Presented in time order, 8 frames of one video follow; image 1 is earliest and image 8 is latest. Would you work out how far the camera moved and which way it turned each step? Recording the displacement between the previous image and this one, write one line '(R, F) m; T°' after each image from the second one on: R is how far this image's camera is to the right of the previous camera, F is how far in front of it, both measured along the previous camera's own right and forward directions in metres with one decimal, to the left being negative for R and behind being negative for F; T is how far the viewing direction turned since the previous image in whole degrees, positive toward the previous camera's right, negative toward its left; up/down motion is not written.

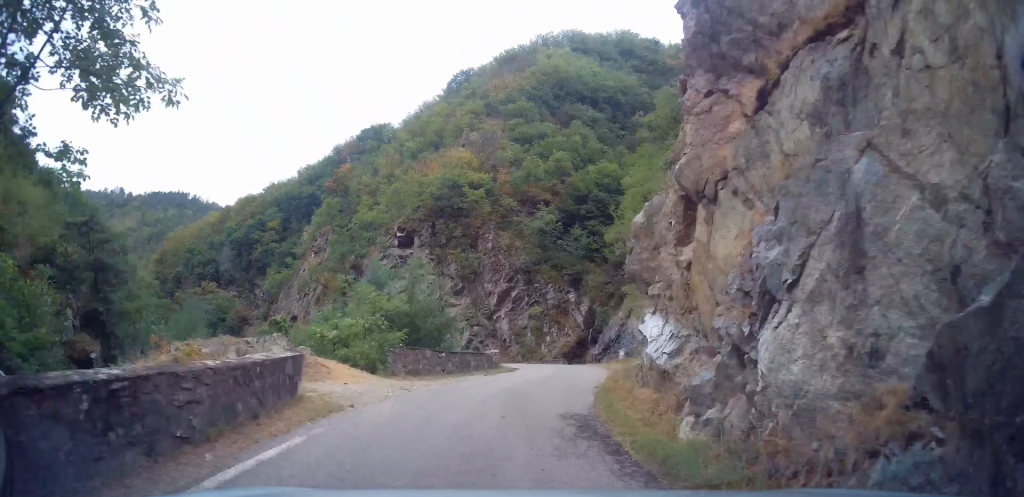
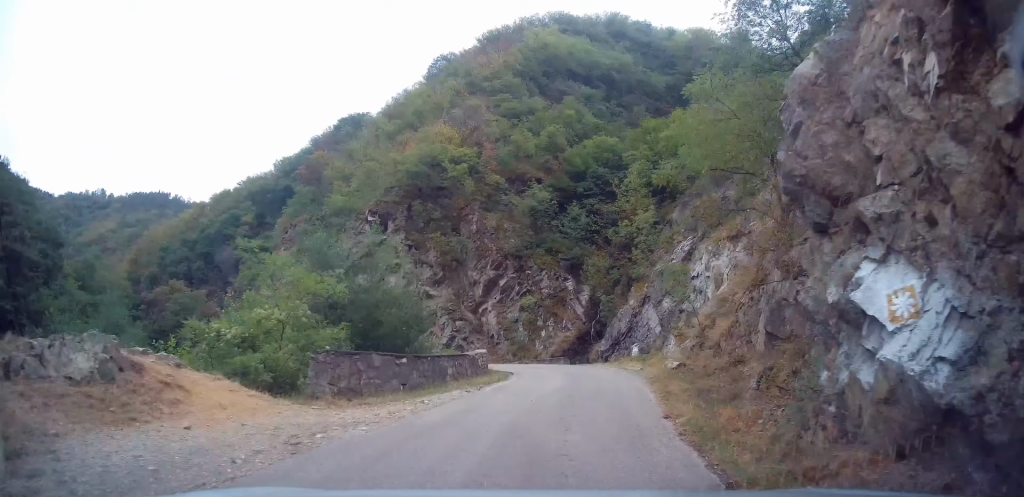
(-0.4, +5.8) m; +1°
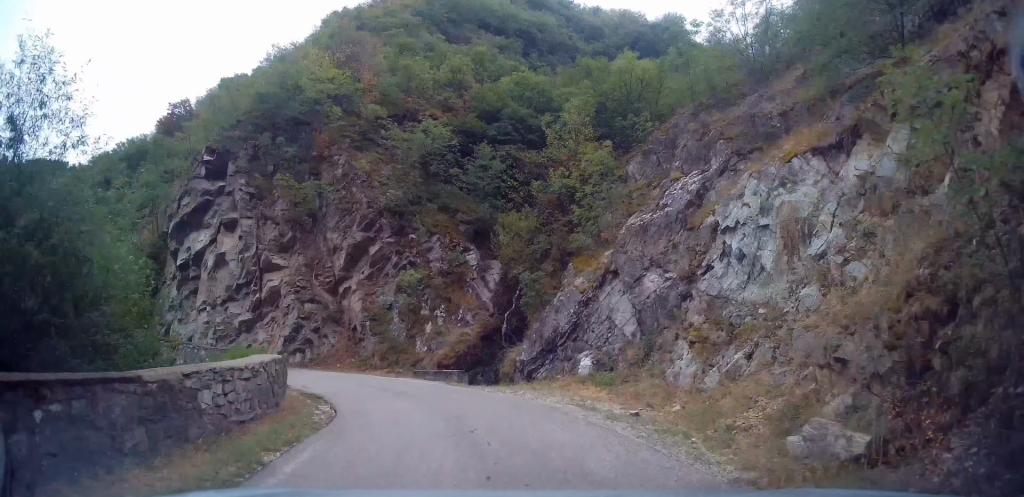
(+0.6, +12.2) m; +3°
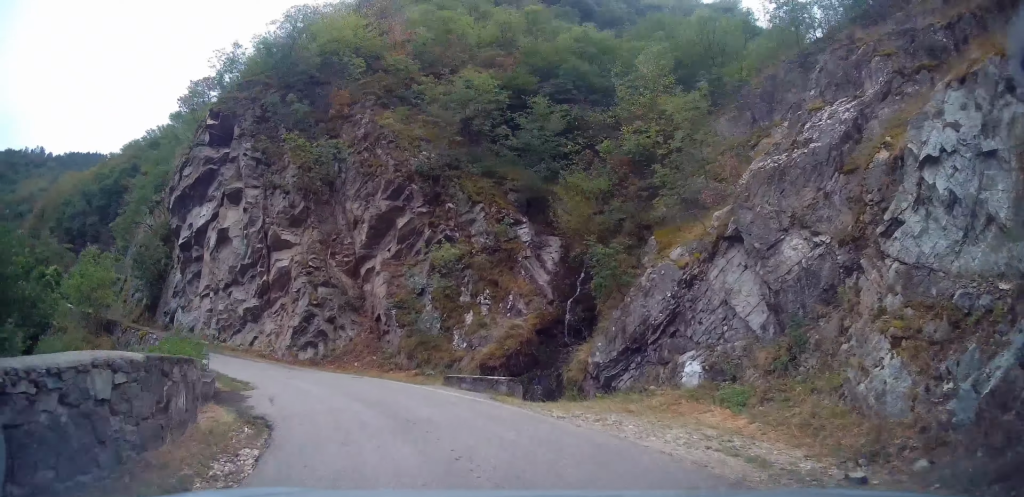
(0.0, +5.3) m; -4°
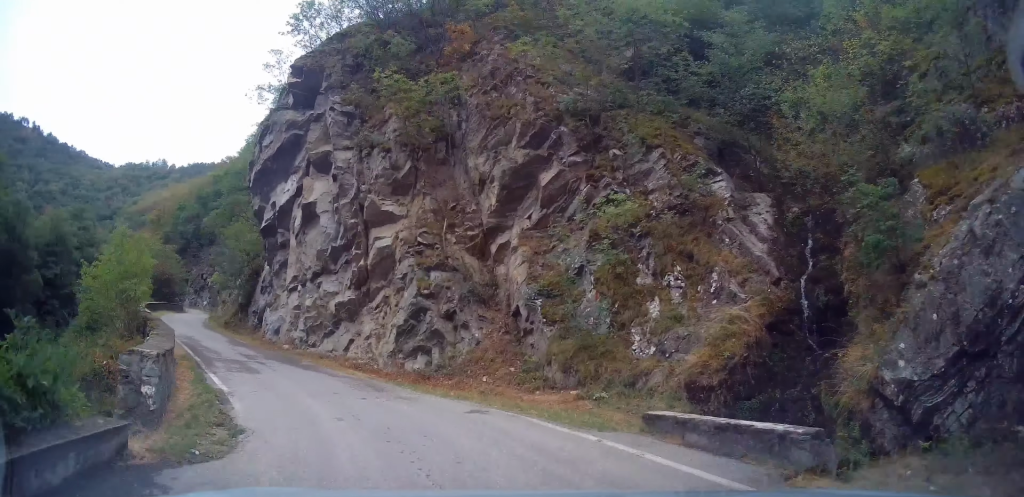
(-0.5, +6.8) m; -12°
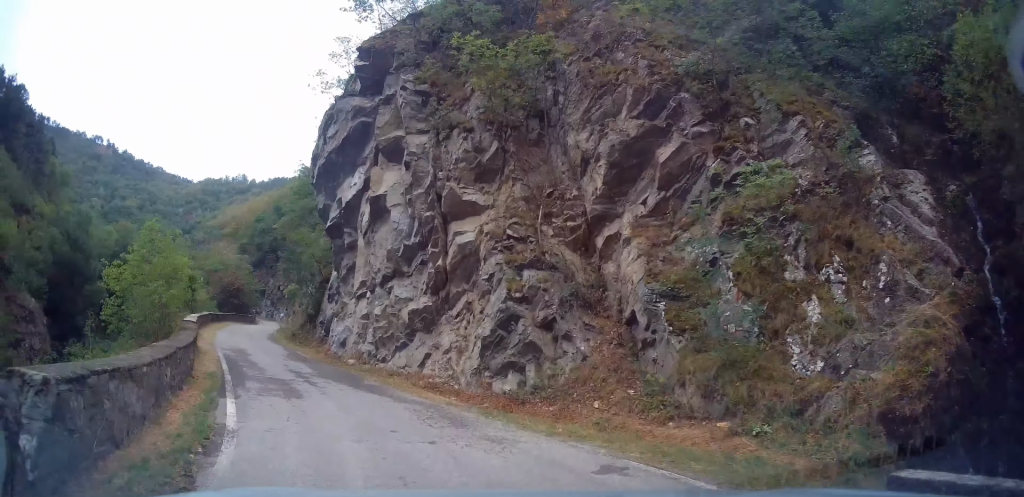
(-0.1, +3.2) m; -8°
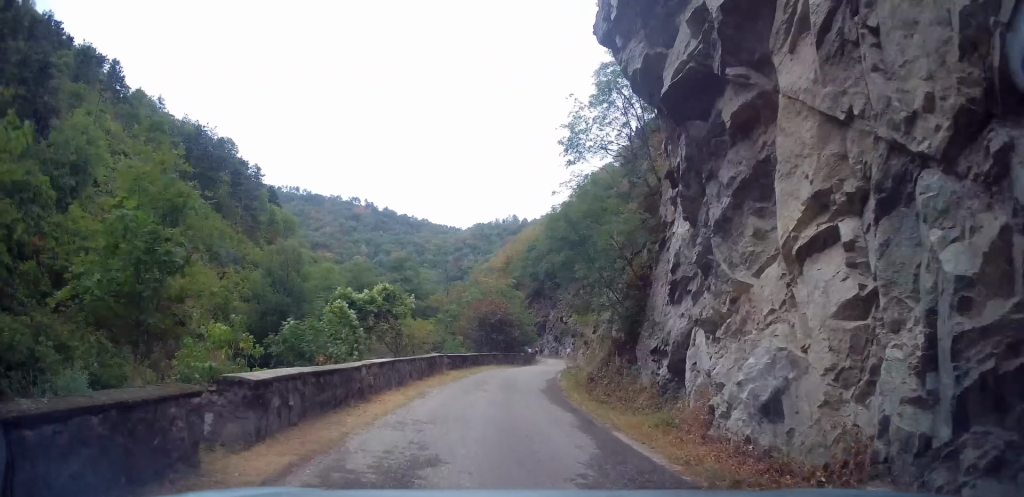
(-4.2, +13.2) m; -31°
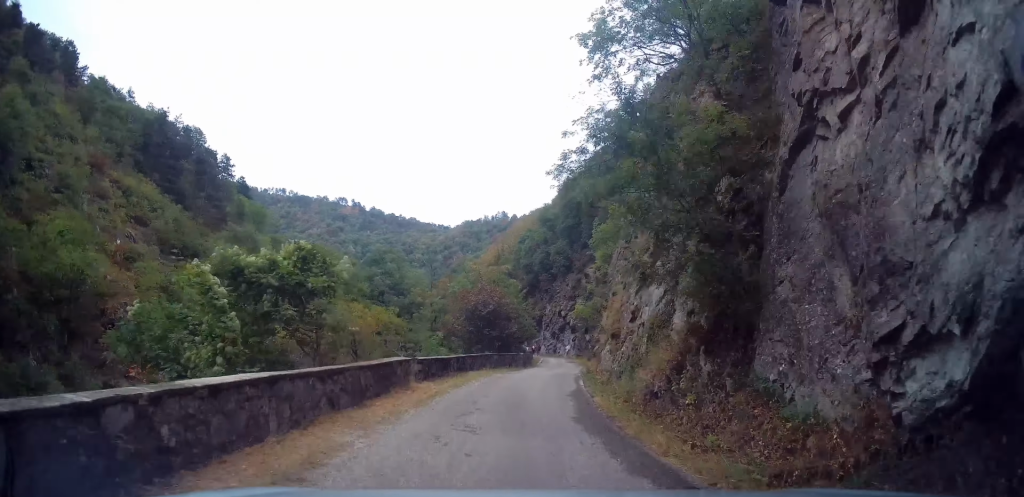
(-0.7, +7.2) m; 0°
